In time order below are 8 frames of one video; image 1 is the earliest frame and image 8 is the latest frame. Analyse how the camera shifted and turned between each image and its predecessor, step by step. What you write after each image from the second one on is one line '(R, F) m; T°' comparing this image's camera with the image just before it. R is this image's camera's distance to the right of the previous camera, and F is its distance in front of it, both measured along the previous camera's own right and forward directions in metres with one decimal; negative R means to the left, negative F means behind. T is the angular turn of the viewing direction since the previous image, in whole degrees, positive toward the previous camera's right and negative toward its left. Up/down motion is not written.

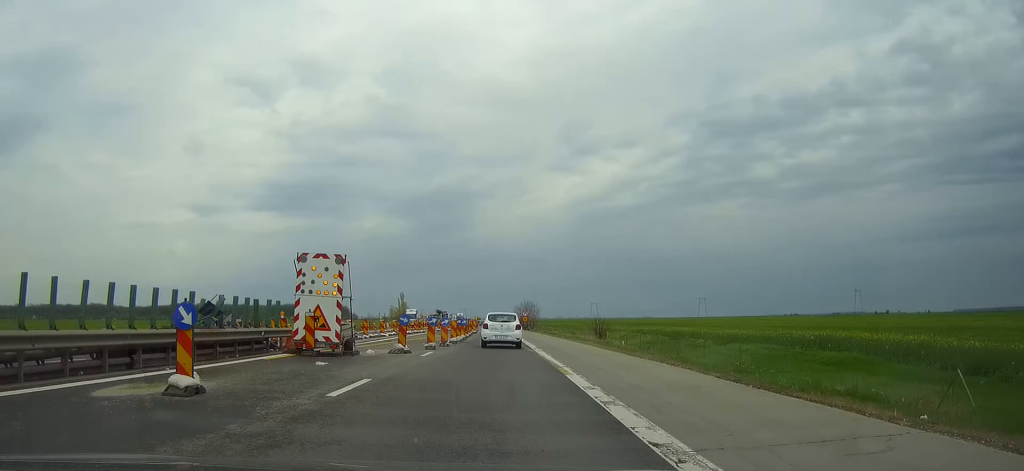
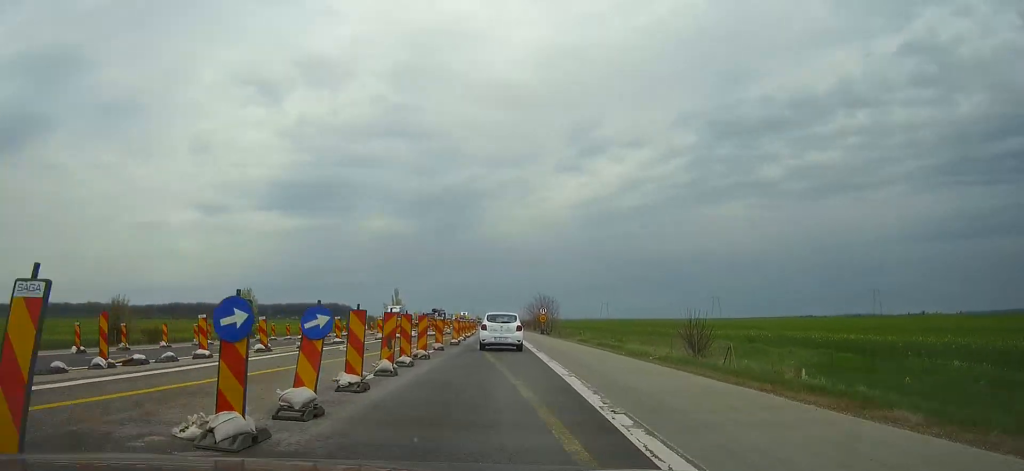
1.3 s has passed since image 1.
(-0.3, +33.4) m; -1°
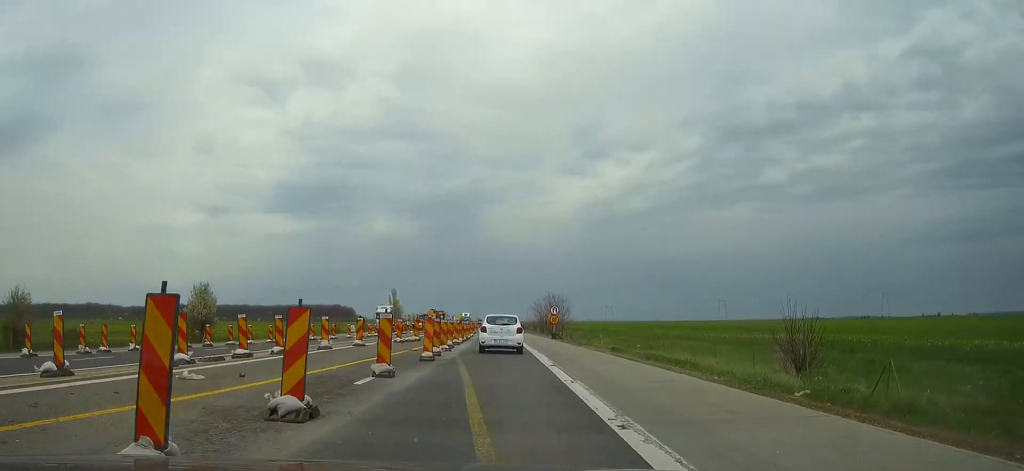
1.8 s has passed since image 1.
(0.0, +13.0) m; 0°
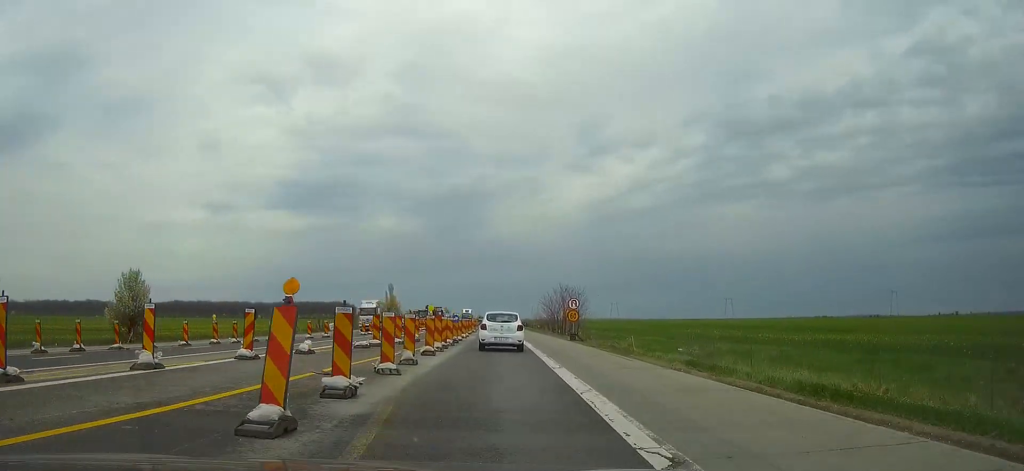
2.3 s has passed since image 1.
(0.0, +14.6) m; 0°
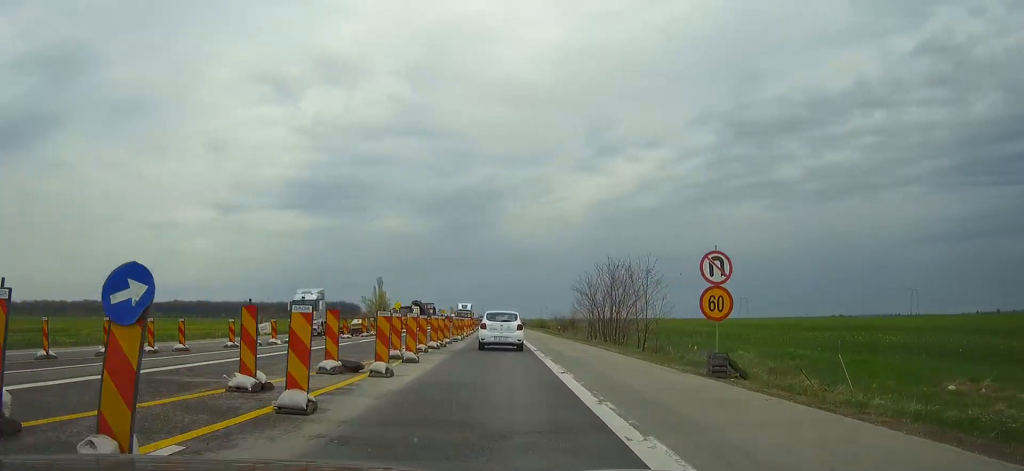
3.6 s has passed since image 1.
(-0.1, +32.2) m; -1°
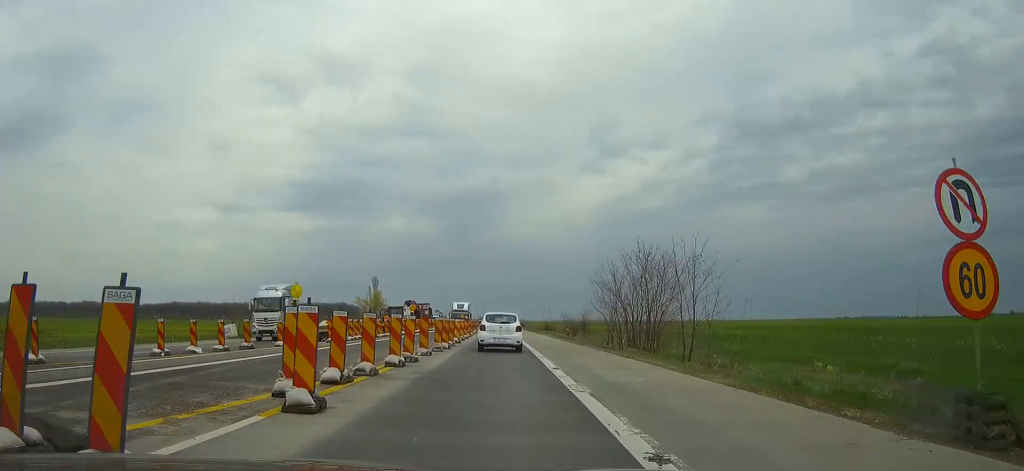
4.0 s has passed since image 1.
(-0.1, +10.0) m; 0°
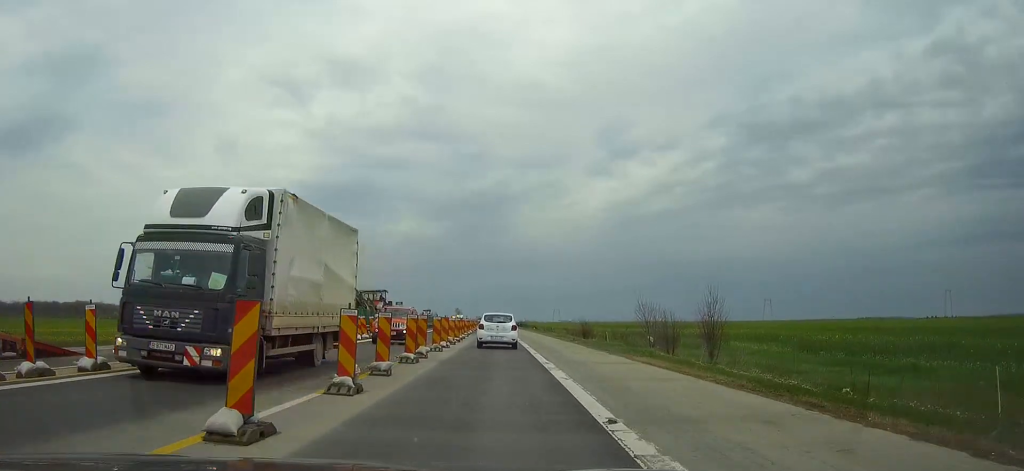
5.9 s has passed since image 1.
(-0.3, +46.4) m; 0°
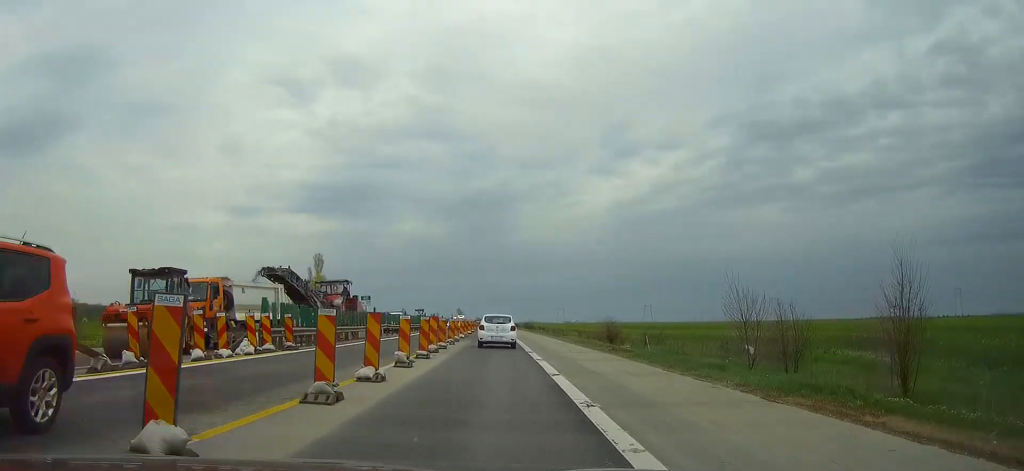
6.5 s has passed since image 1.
(0.0, +16.5) m; 0°
